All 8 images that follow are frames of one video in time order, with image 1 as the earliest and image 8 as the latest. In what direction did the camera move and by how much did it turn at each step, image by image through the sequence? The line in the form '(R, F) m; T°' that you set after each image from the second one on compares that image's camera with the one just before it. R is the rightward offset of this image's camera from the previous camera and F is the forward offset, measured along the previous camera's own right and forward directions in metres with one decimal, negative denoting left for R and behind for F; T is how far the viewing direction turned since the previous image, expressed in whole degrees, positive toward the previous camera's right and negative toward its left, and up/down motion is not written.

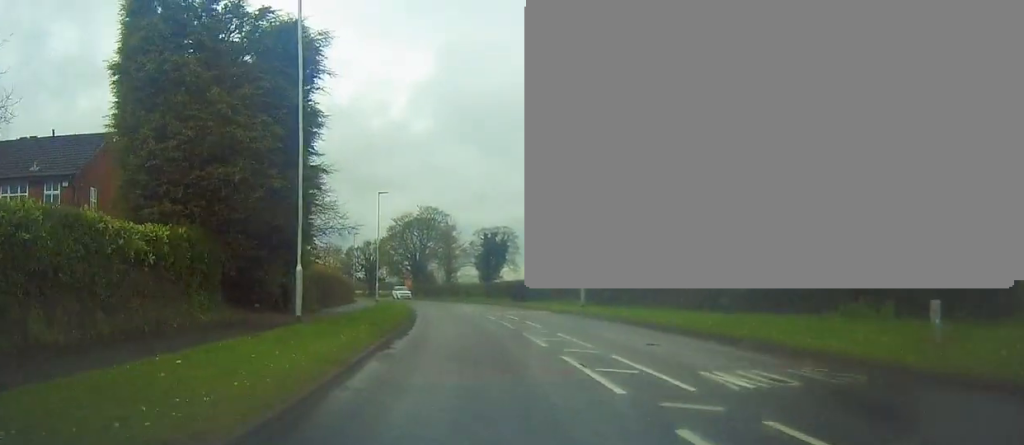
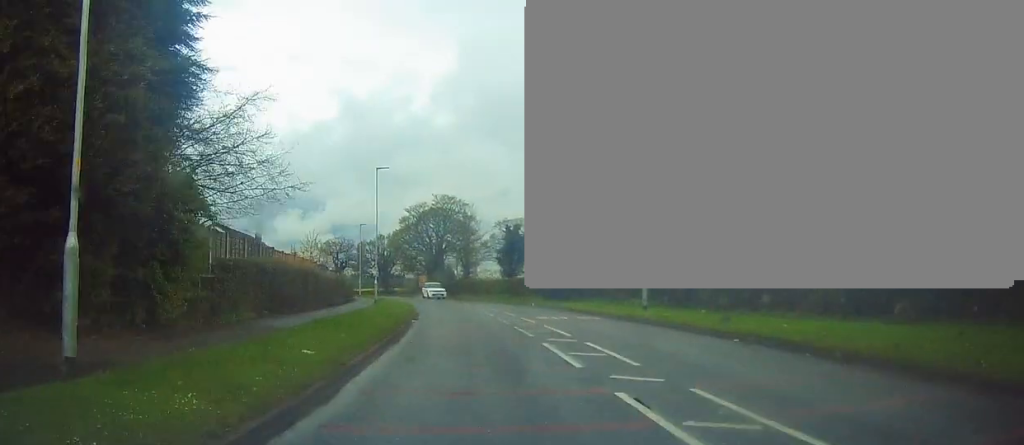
(-0.2, +10.0) m; -3°
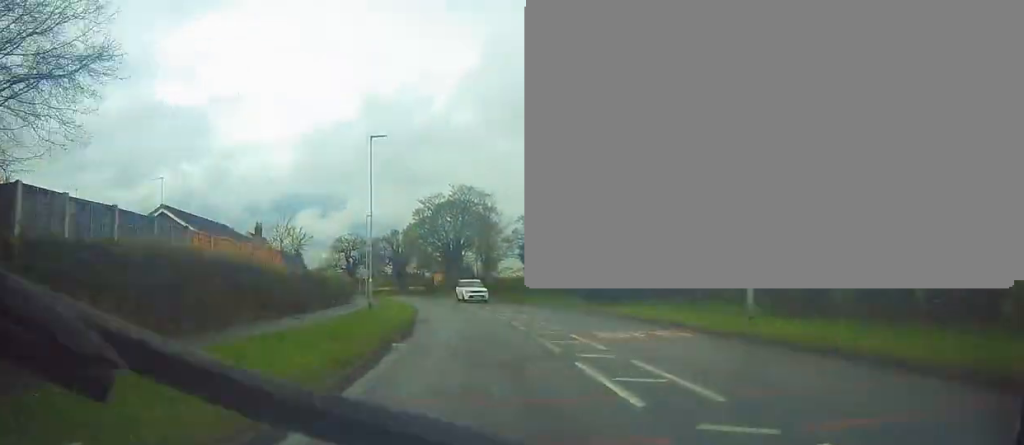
(-0.4, +9.0) m; -1°
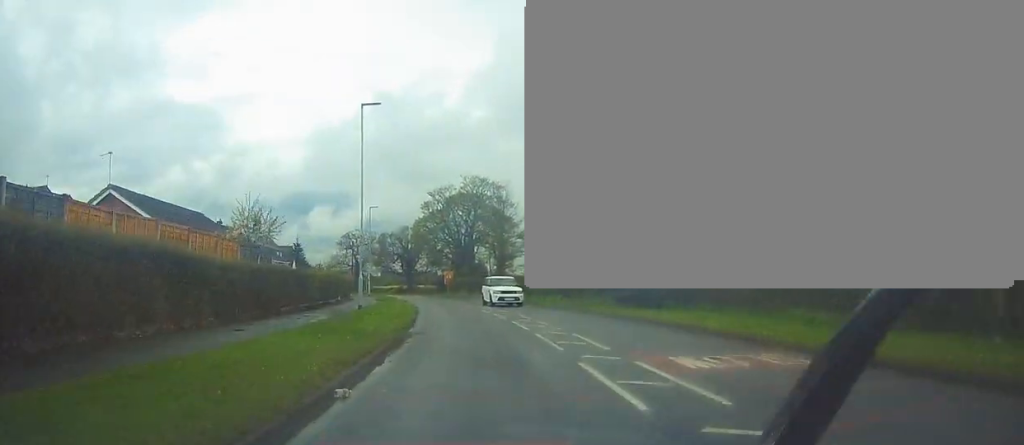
(0.0, +5.9) m; -1°
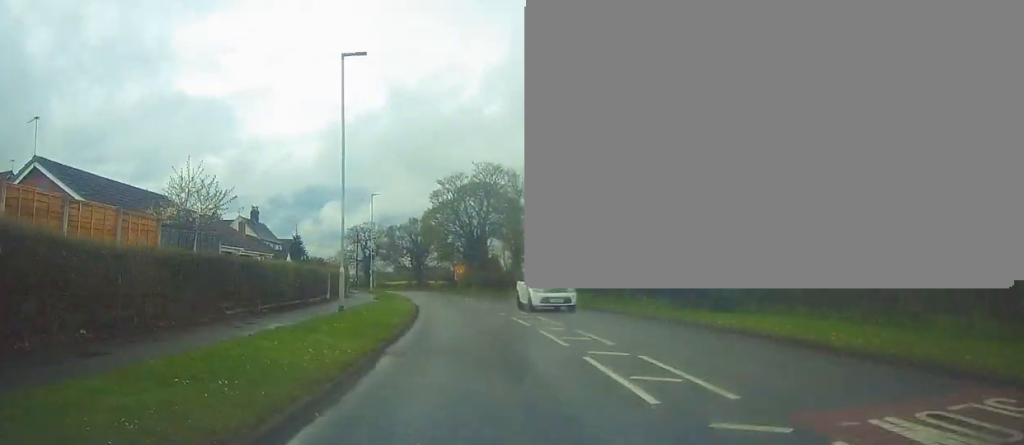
(+0.1, +5.9) m; -1°
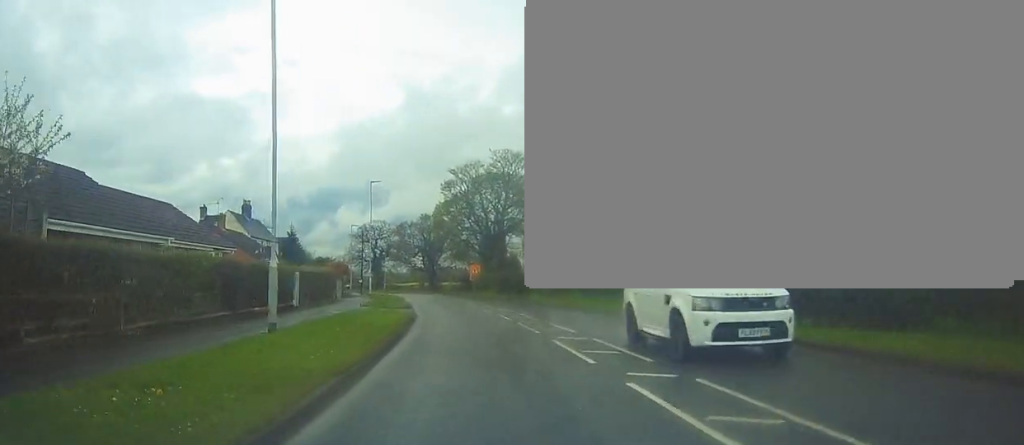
(-0.2, +8.7) m; -2°
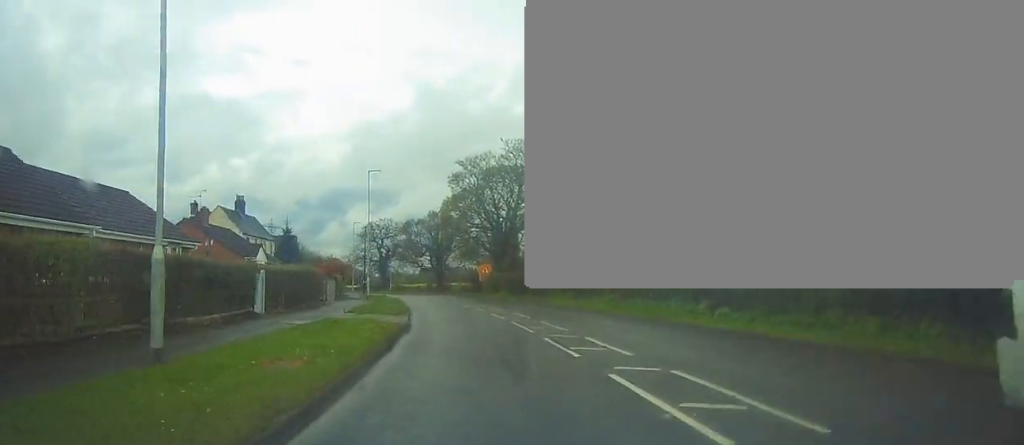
(-0.1, +5.3) m; -1°
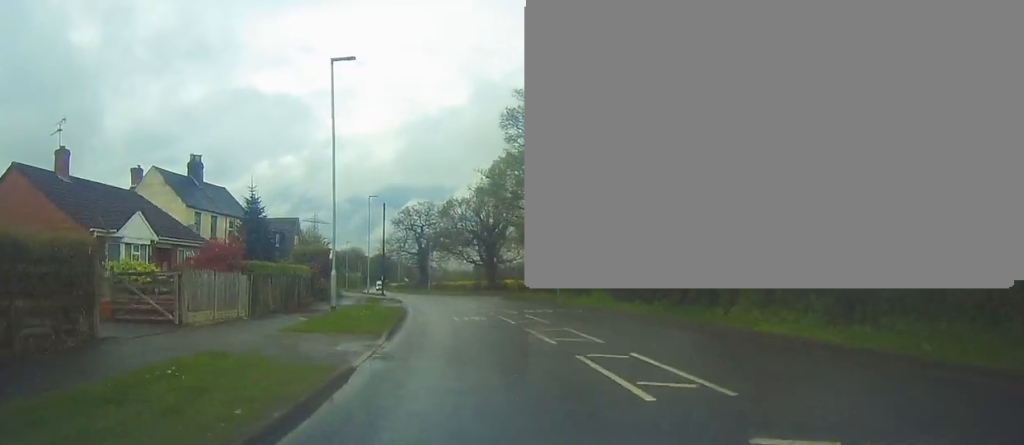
(-0.8, +22.8) m; -5°
